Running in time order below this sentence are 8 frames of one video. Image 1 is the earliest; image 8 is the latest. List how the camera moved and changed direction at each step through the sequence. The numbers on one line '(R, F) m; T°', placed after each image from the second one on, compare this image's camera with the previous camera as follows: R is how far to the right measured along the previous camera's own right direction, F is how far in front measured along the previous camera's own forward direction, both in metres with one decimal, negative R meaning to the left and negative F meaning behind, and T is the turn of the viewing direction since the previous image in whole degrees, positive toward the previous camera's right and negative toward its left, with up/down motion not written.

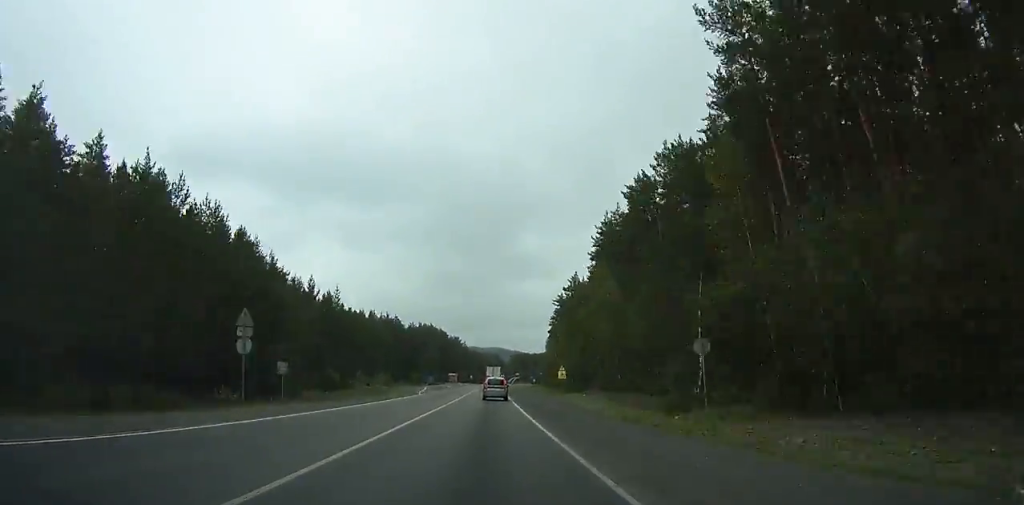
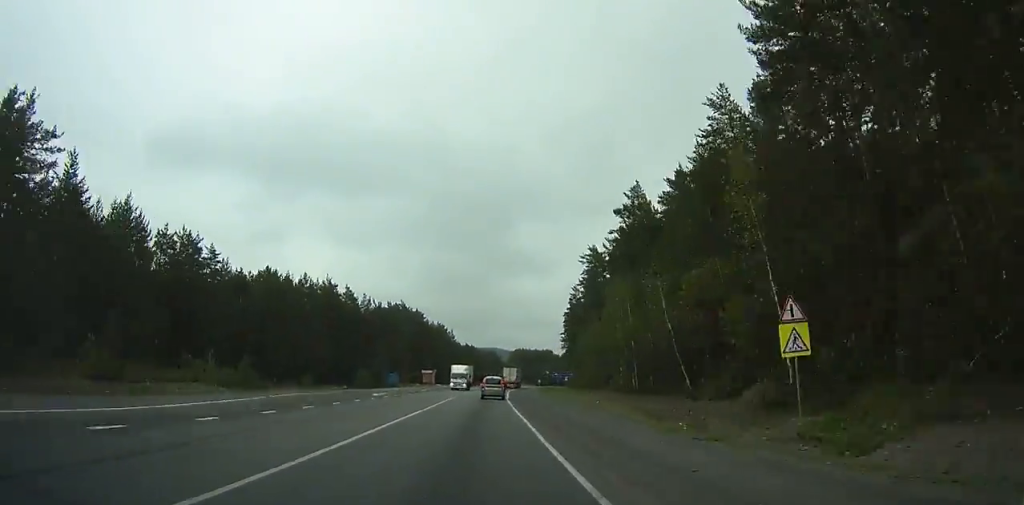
(0.0, +58.2) m; 0°
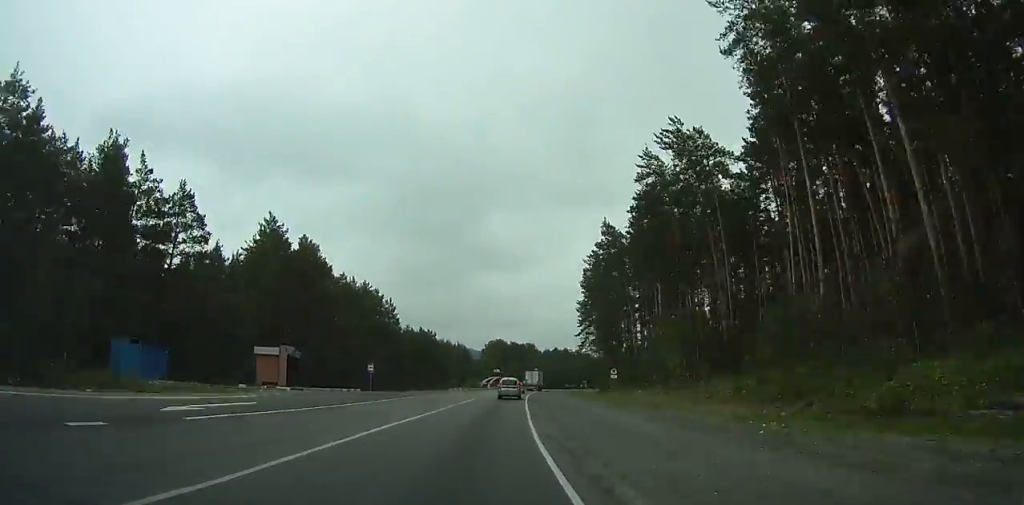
(+0.4, +77.2) m; +2°
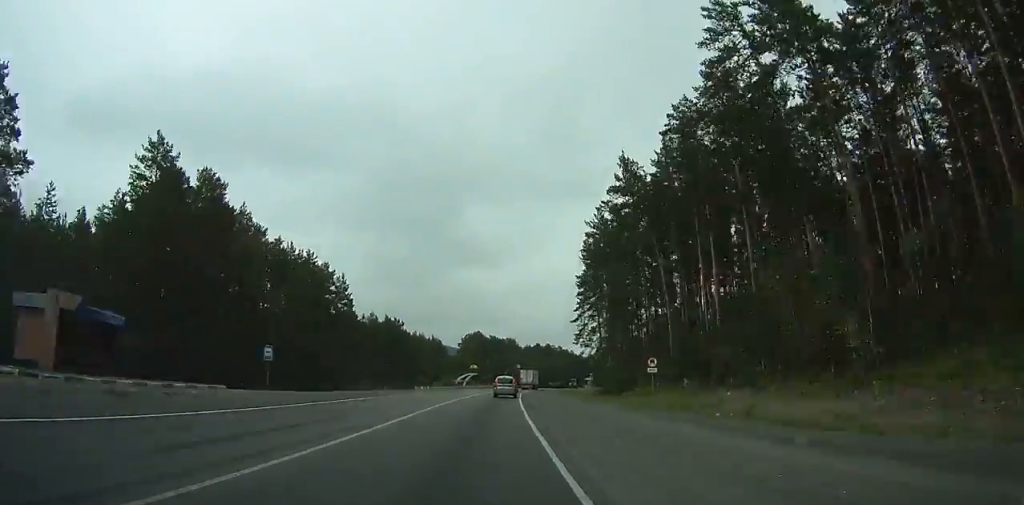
(0.0, +22.7) m; +1°
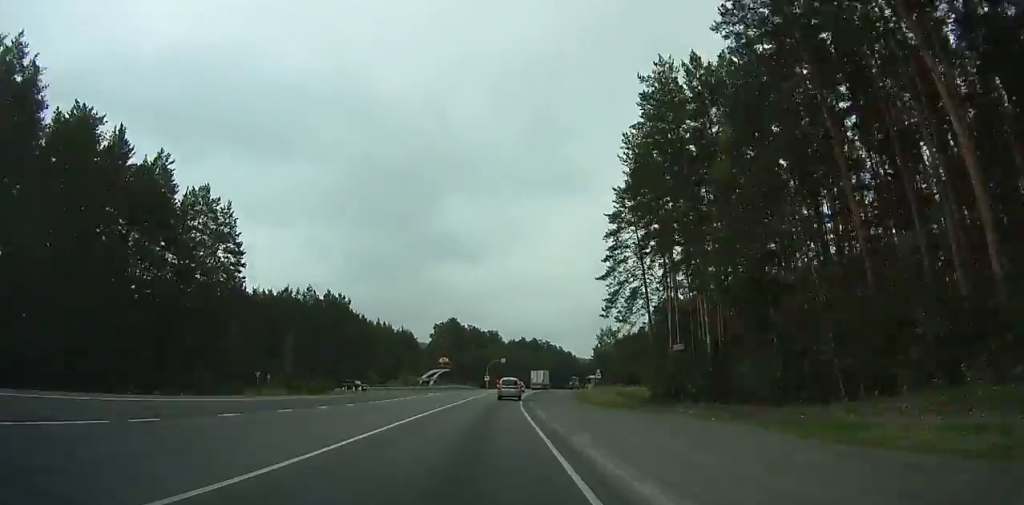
(+1.0, +38.1) m; +2°
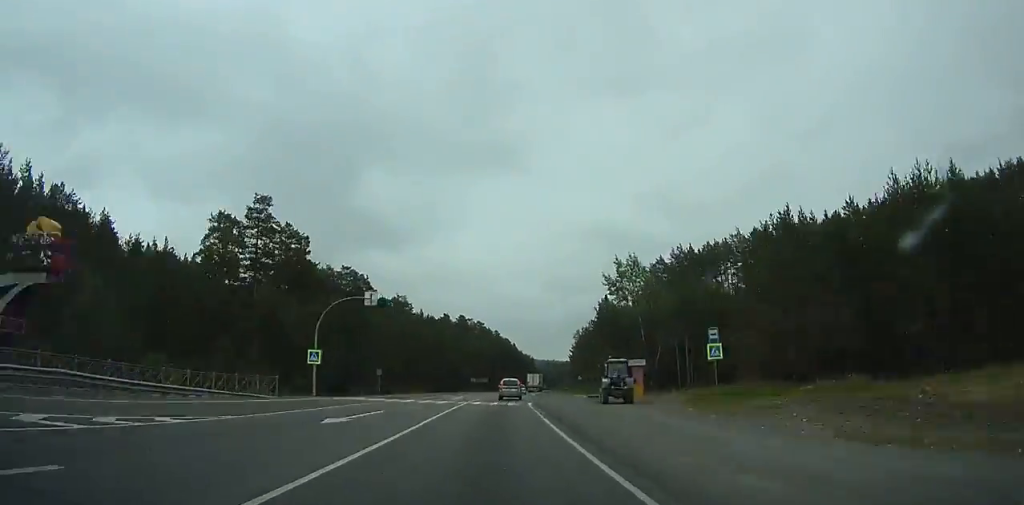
(+5.0, +92.5) m; +6°
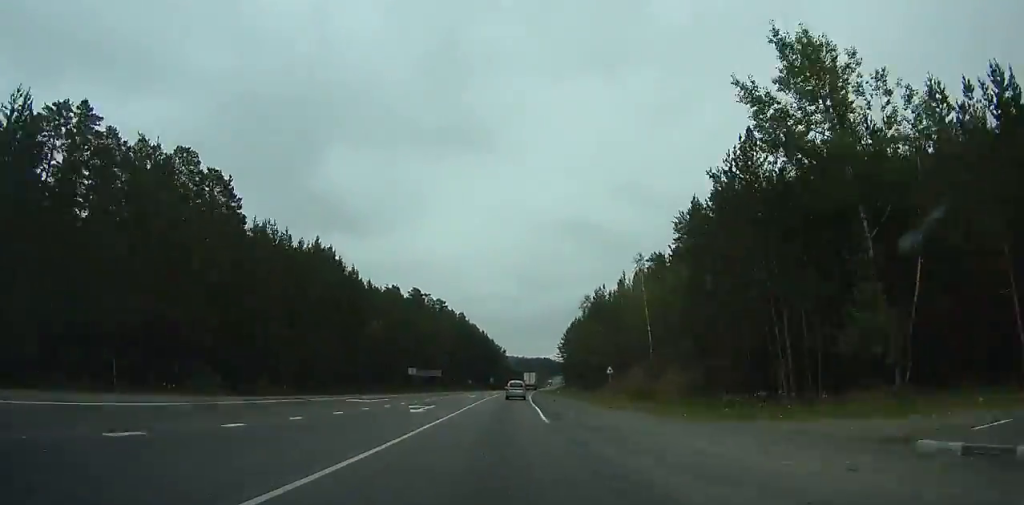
(+1.6, +51.0) m; +4°
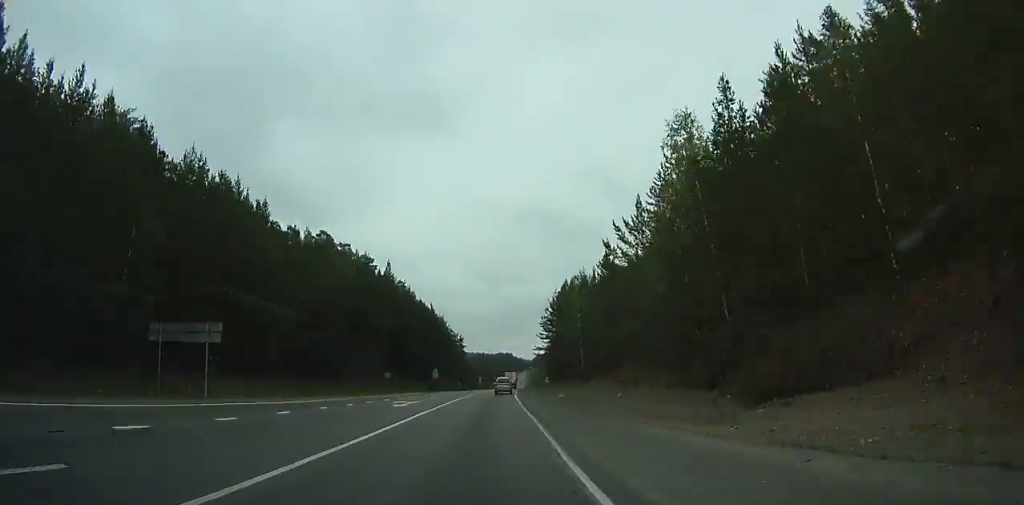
(+2.1, +57.8) m; +4°
